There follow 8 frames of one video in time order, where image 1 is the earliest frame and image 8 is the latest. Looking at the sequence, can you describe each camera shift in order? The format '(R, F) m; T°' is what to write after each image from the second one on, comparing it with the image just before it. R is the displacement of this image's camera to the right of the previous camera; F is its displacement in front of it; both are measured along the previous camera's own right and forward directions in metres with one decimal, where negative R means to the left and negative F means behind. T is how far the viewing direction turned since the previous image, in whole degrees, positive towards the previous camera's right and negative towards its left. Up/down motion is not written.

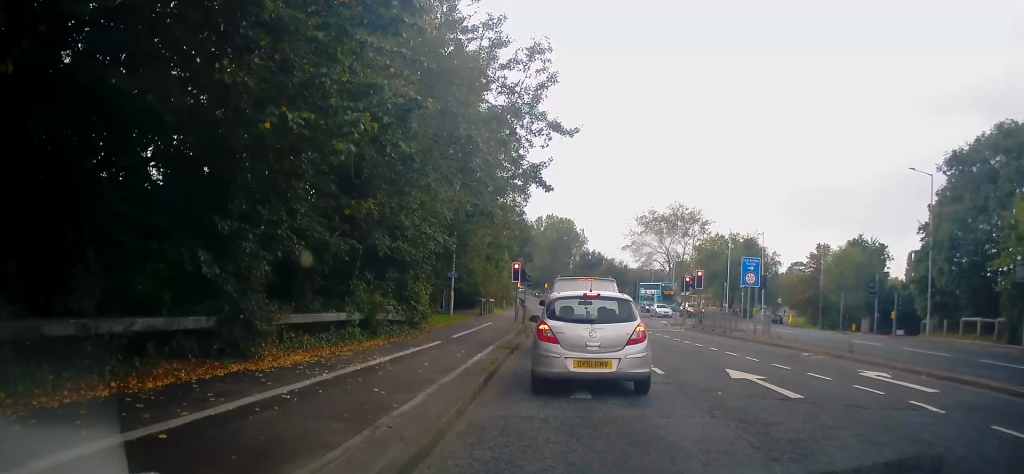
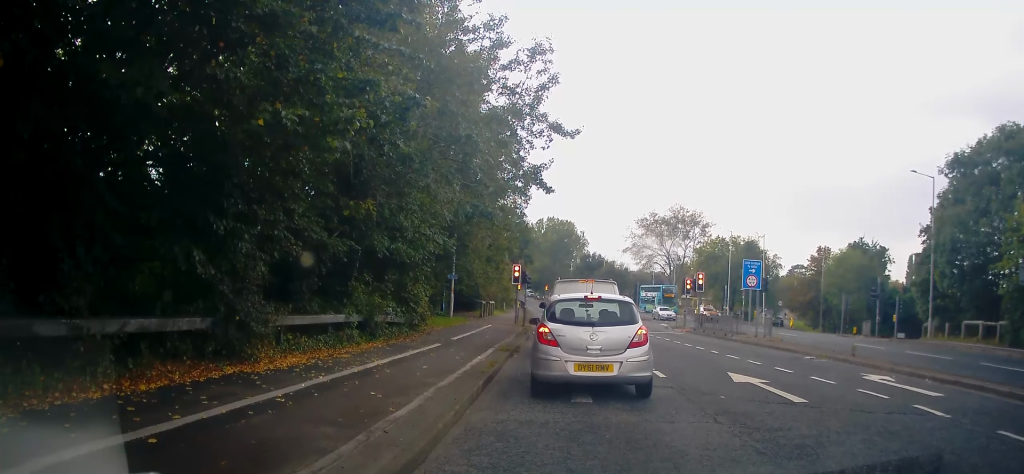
(+0.1, +0.4) m; 0°
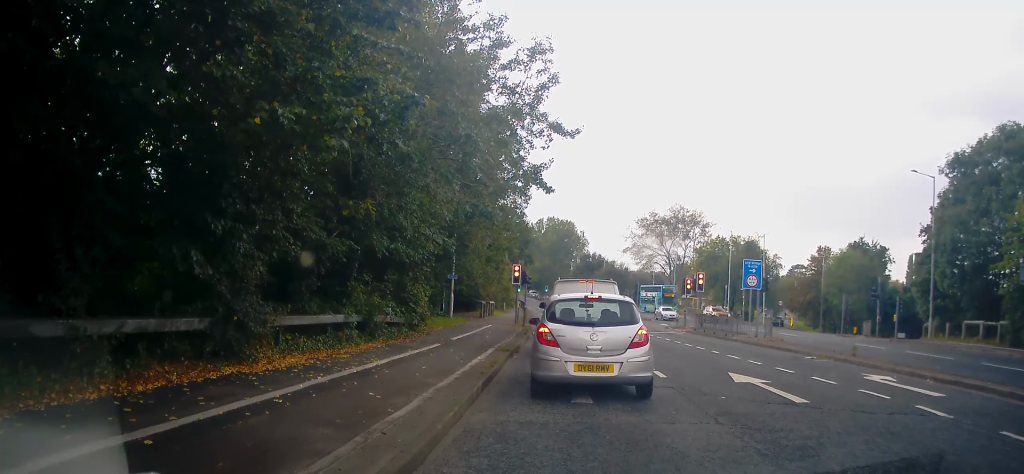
(0.0, 0.0) m; 0°
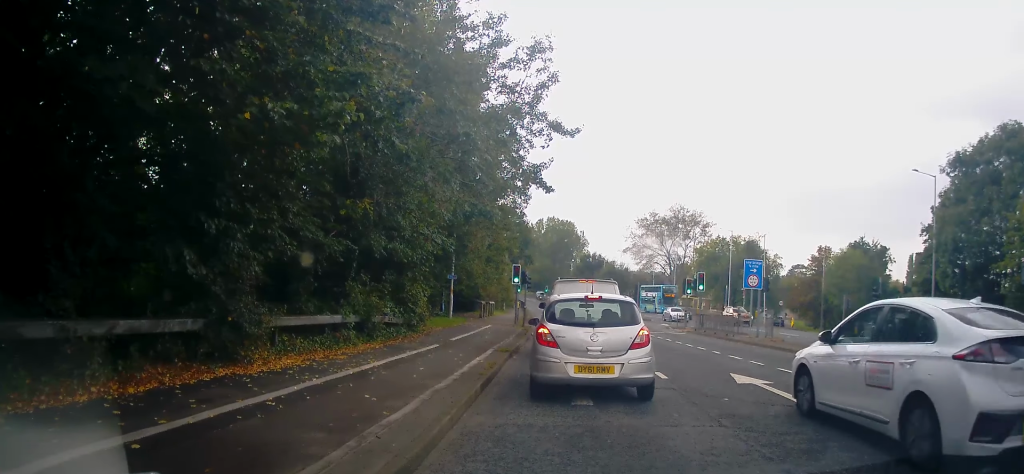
(0.0, 0.0) m; 0°
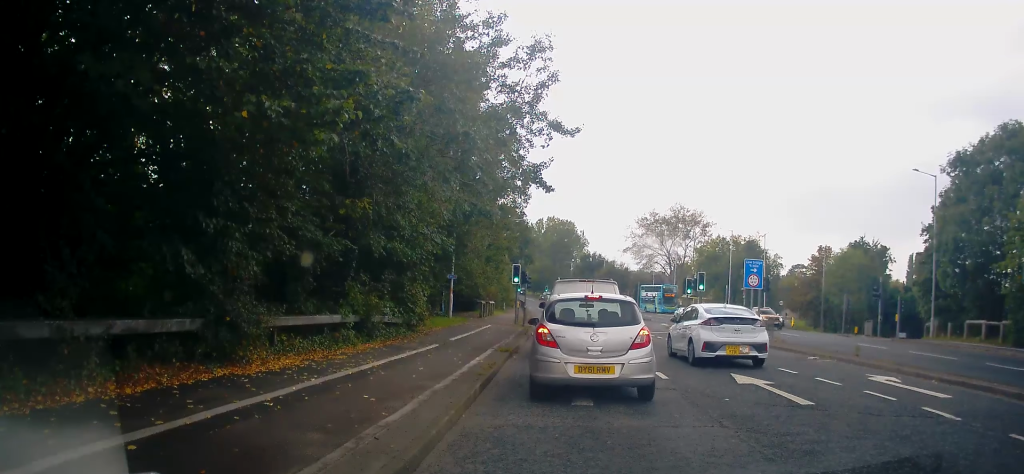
(0.0, 0.0) m; 0°
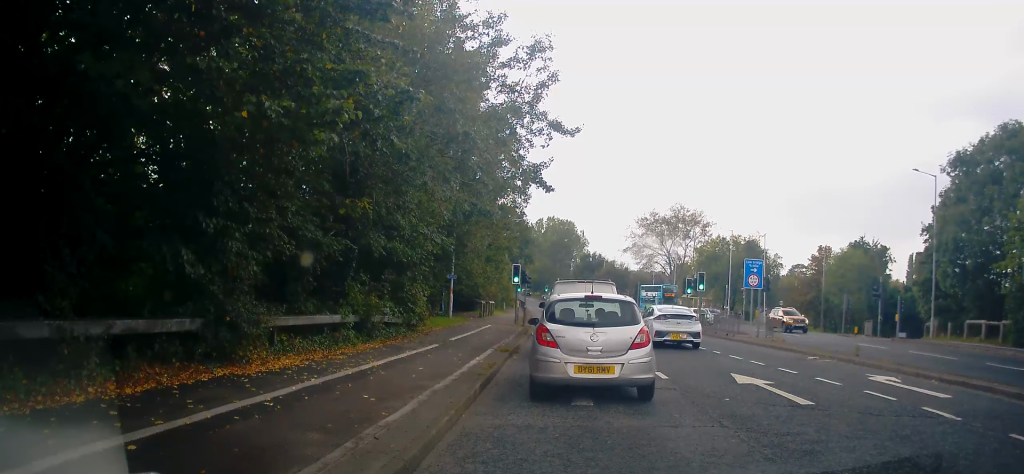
(0.0, 0.0) m; 0°
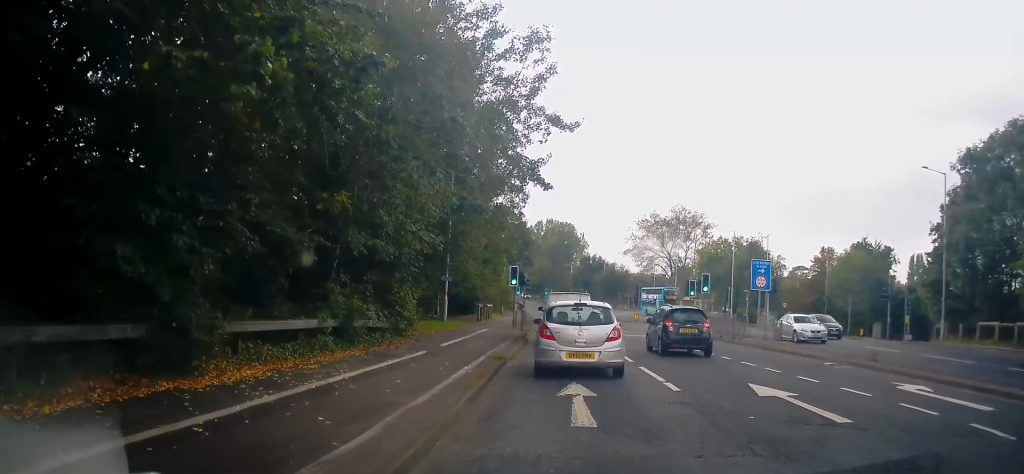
(-0.4, +0.9) m; -4°
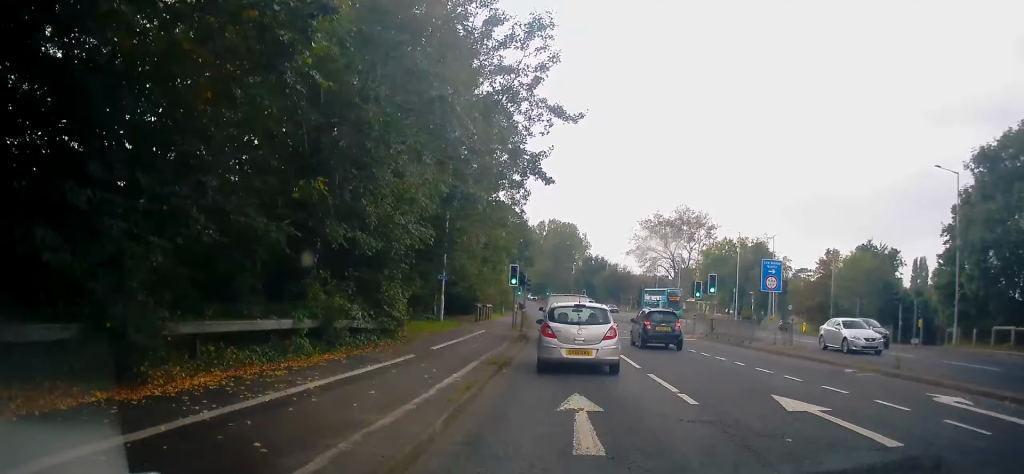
(-0.2, +0.6) m; -3°
